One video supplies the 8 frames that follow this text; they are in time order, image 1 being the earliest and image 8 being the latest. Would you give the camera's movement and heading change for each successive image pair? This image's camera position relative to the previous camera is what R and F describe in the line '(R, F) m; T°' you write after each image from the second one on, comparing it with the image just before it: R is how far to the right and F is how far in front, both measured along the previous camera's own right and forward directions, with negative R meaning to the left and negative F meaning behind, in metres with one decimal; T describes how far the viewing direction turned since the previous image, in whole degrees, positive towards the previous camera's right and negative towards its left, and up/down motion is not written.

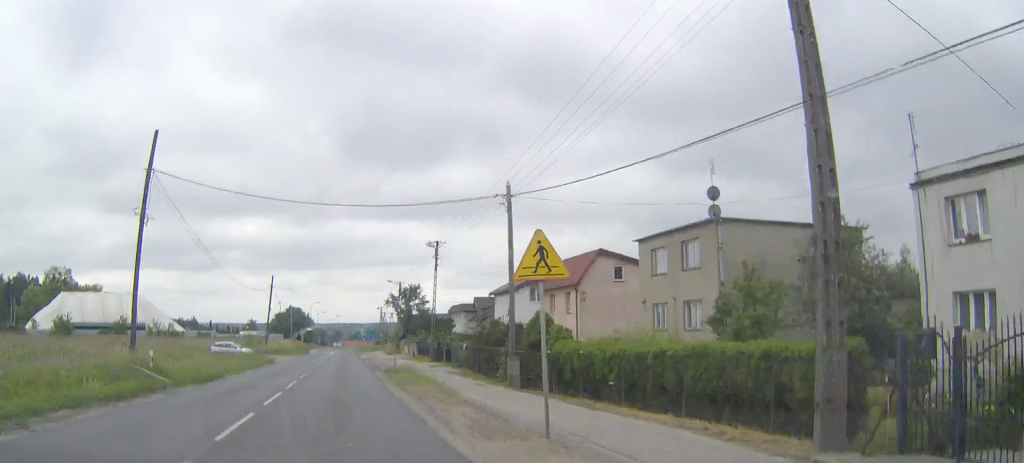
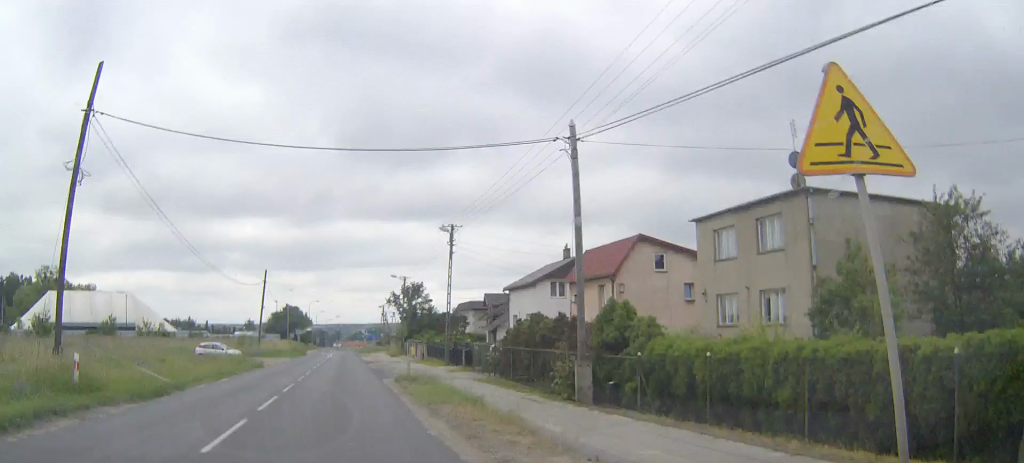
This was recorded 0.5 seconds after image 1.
(0.0, +7.3) m; 0°
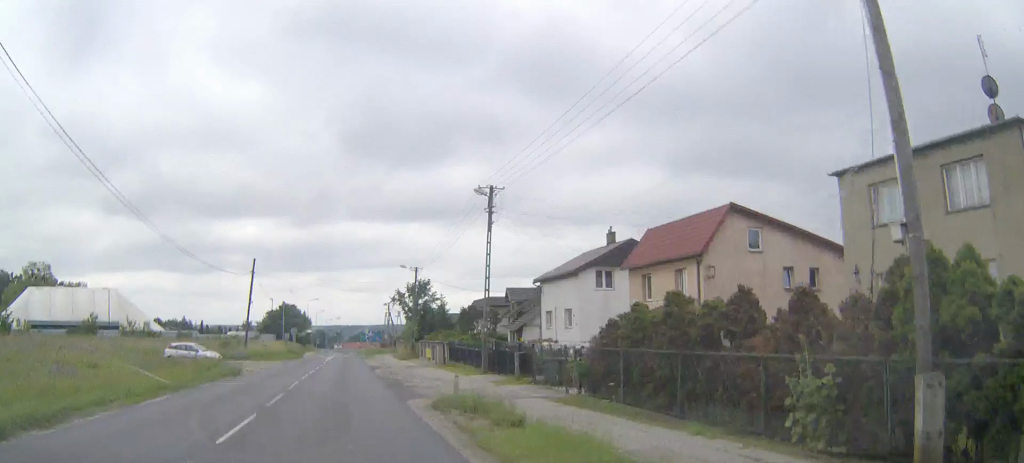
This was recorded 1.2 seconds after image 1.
(-0.1, +10.9) m; -1°
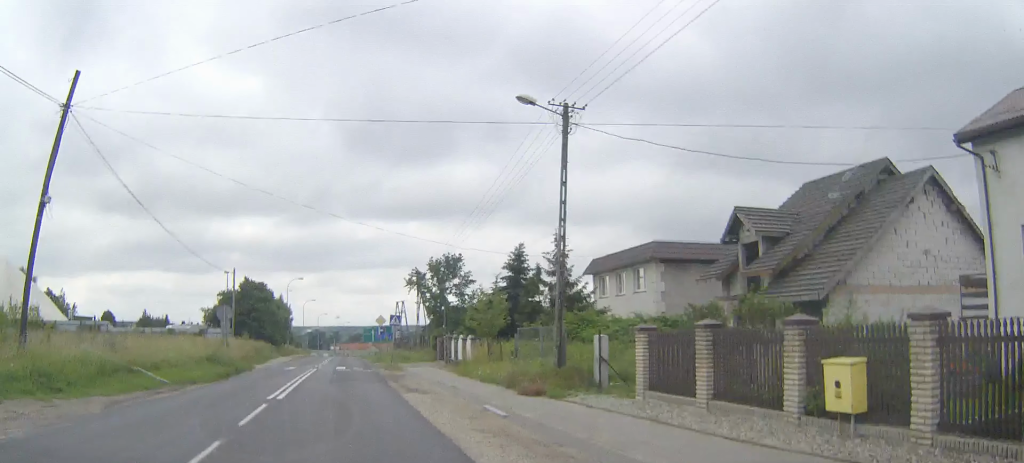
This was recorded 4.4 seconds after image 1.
(0.0, +46.4) m; 0°
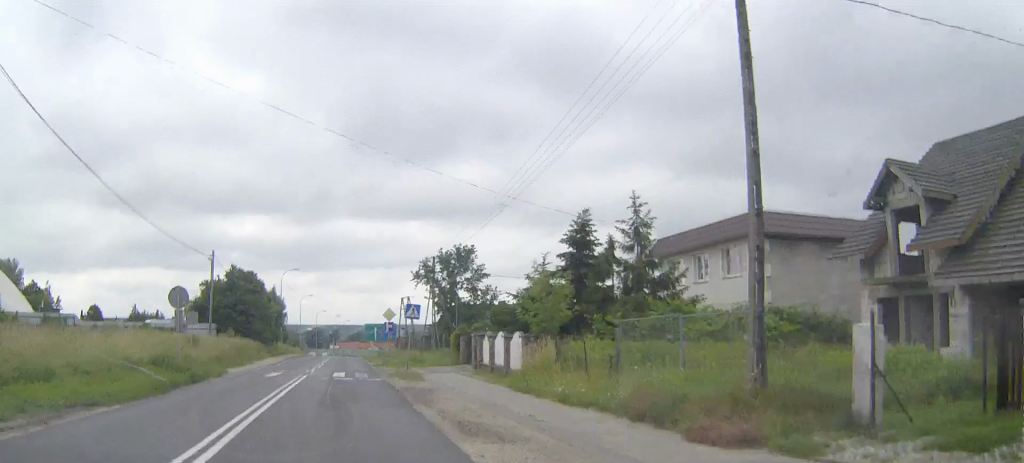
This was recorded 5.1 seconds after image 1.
(0.0, +10.7) m; 0°
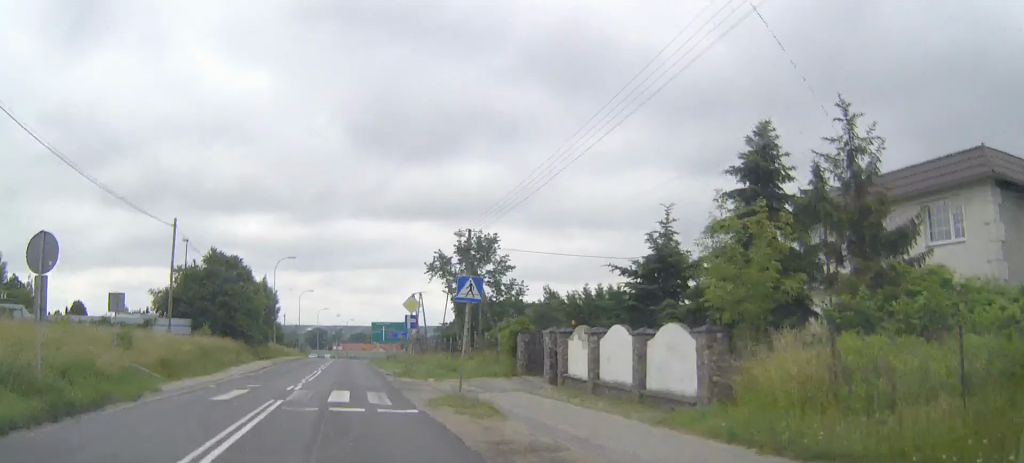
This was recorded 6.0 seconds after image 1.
(0.0, +12.8) m; 0°
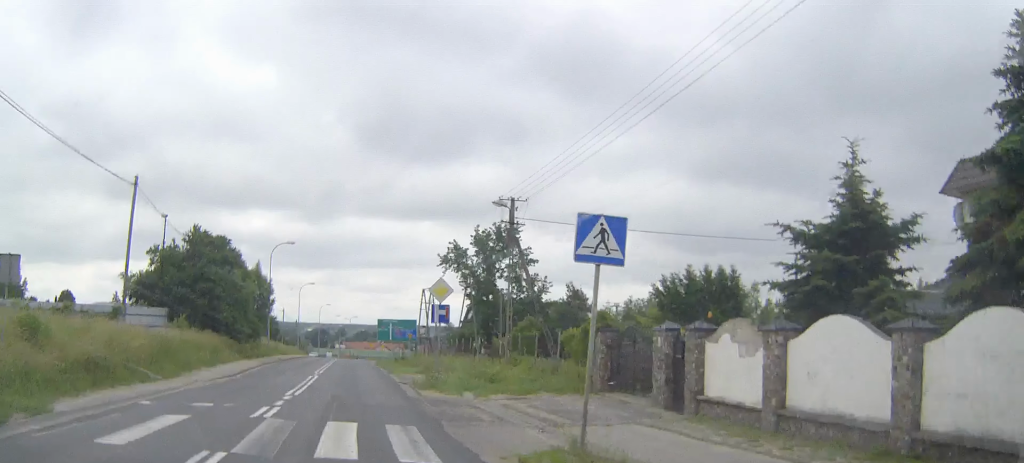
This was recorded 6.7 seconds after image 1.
(0.0, +8.8) m; 0°
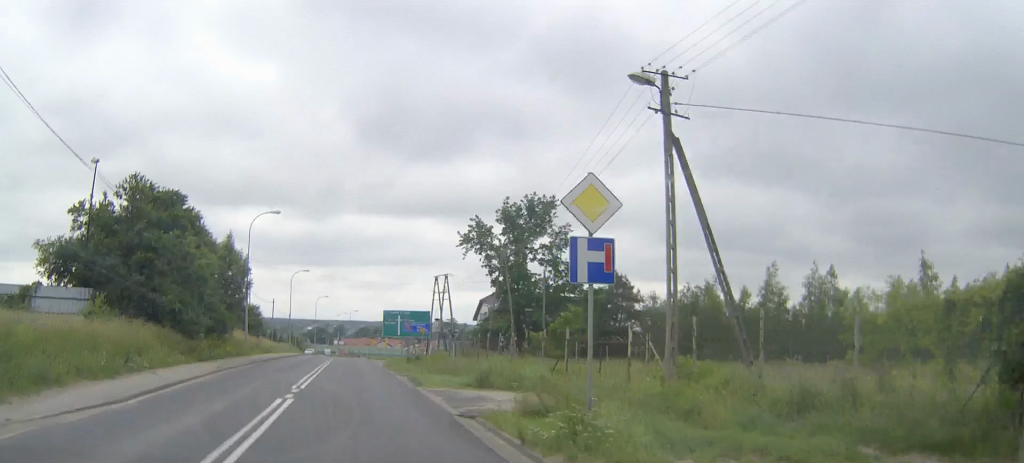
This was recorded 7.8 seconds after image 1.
(0.0, +14.6) m; 0°
